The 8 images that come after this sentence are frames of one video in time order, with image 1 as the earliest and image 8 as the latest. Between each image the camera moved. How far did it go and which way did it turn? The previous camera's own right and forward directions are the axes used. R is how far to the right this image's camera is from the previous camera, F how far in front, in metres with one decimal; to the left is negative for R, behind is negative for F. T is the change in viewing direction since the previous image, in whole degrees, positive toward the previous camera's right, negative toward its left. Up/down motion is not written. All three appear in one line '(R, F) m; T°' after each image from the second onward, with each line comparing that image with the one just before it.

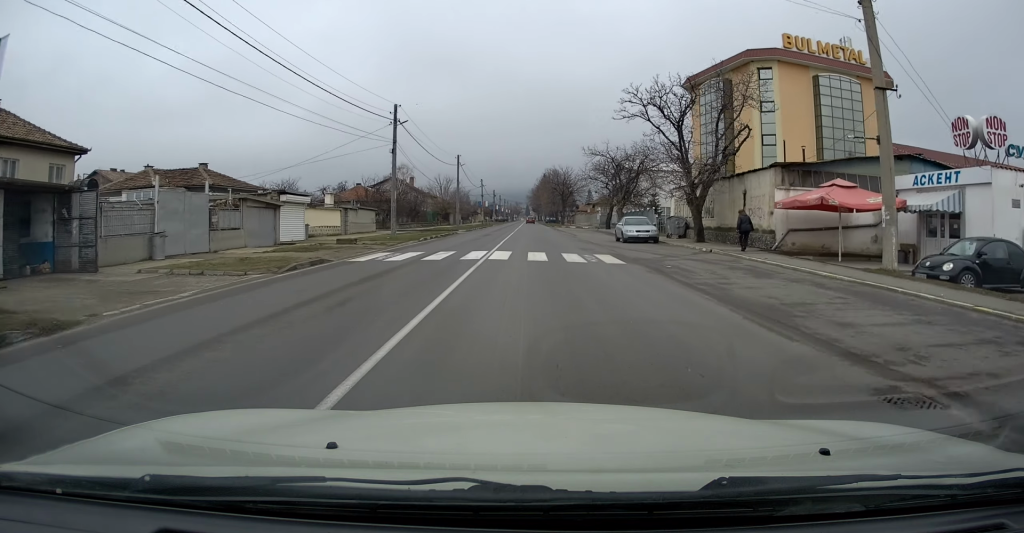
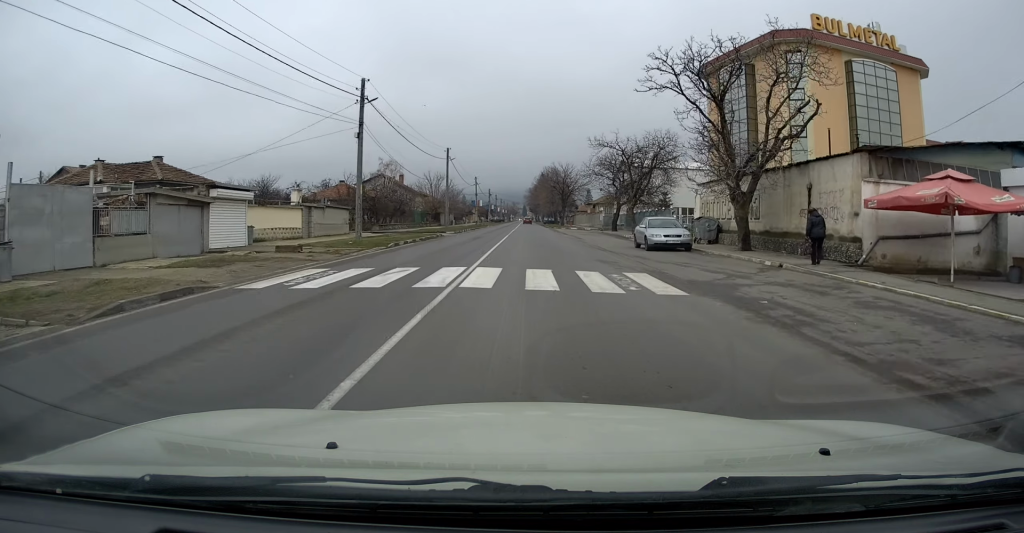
(+0.1, +6.7) m; 0°
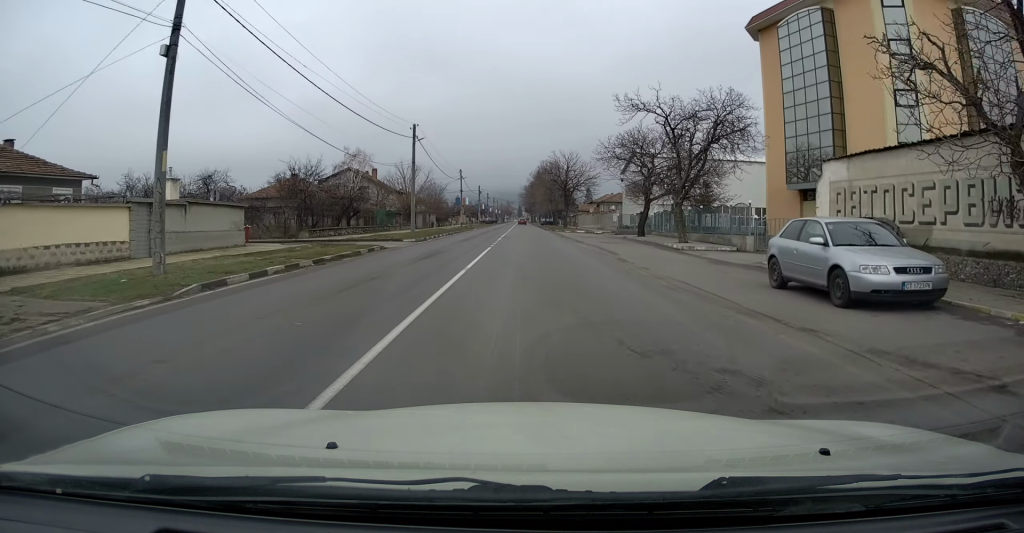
(-0.1, +15.6) m; 0°
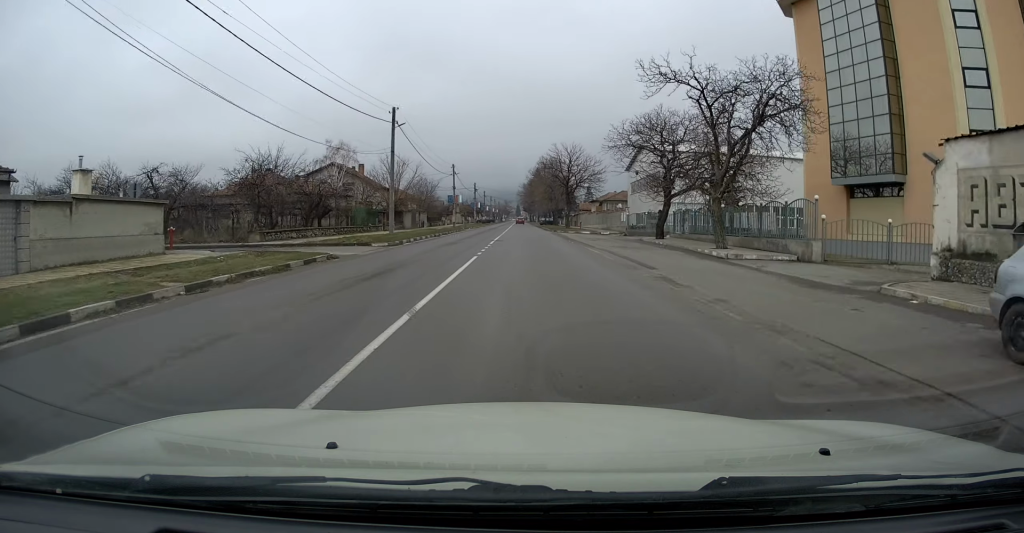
(+0.1, +6.5) m; 0°
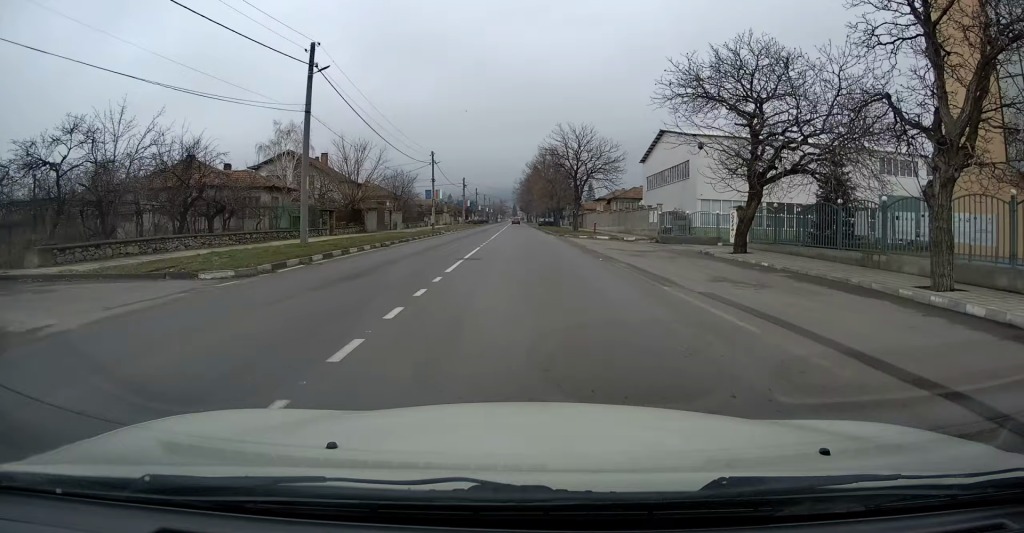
(-0.2, +14.5) m; 0°
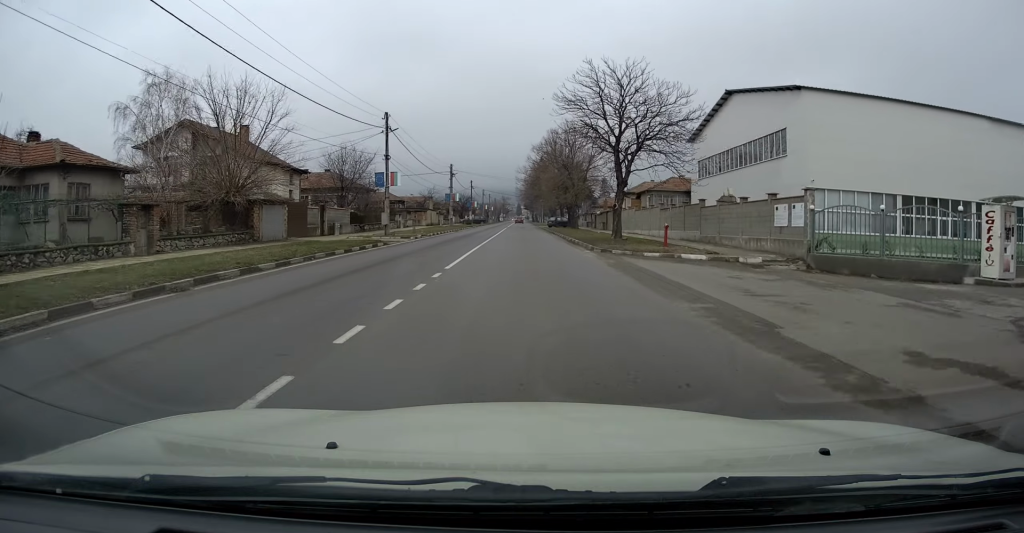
(-0.2, +21.7) m; 0°
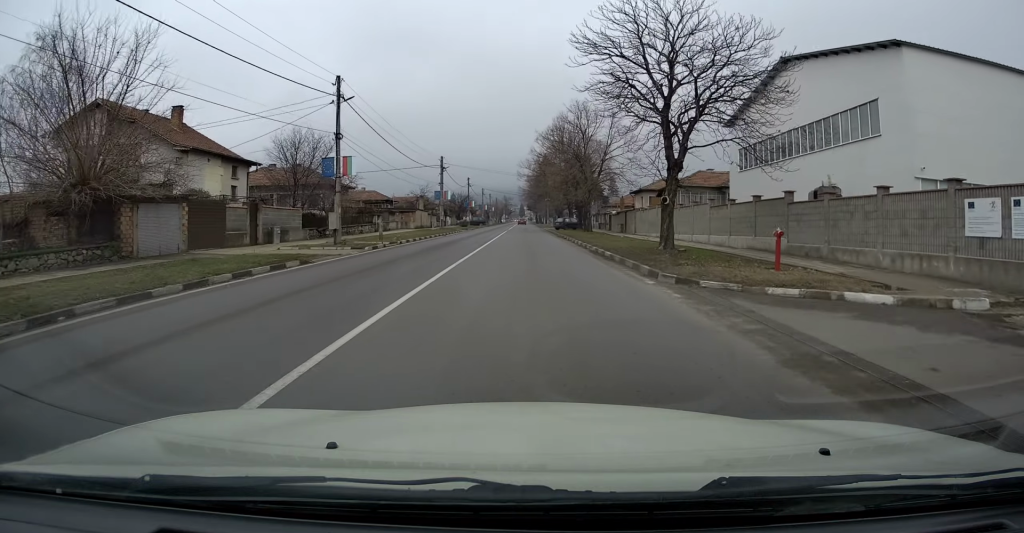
(+0.2, +10.6) m; +1°
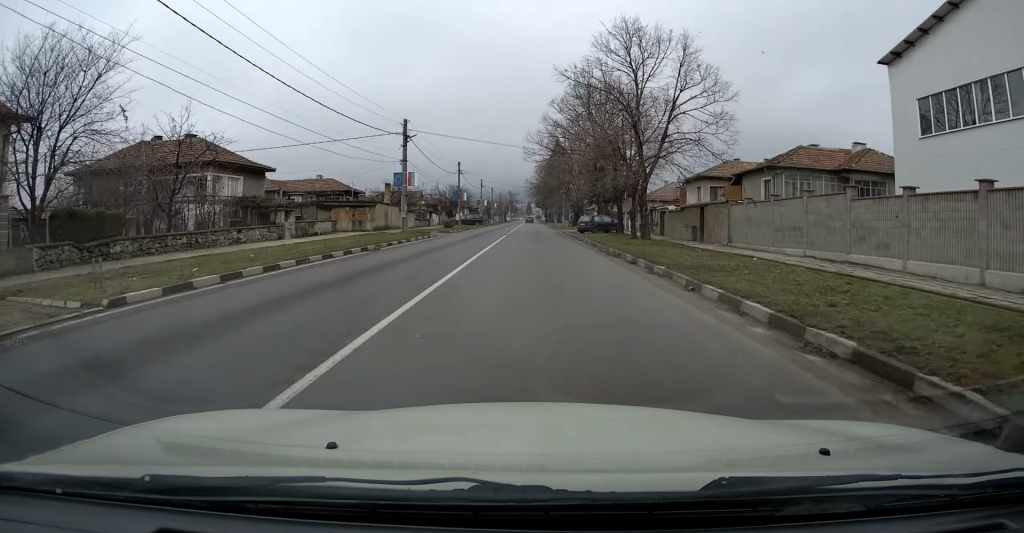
(0.0, +21.9) m; -1°
